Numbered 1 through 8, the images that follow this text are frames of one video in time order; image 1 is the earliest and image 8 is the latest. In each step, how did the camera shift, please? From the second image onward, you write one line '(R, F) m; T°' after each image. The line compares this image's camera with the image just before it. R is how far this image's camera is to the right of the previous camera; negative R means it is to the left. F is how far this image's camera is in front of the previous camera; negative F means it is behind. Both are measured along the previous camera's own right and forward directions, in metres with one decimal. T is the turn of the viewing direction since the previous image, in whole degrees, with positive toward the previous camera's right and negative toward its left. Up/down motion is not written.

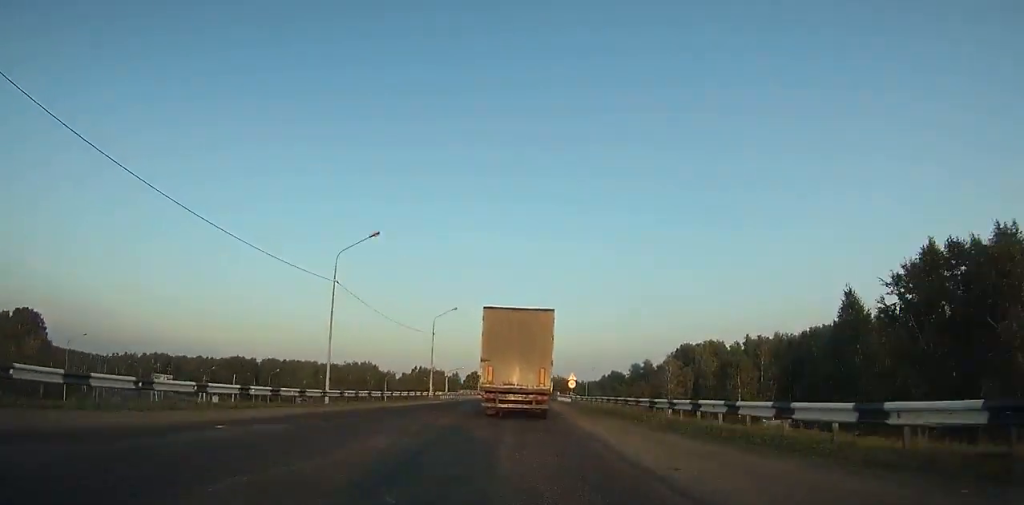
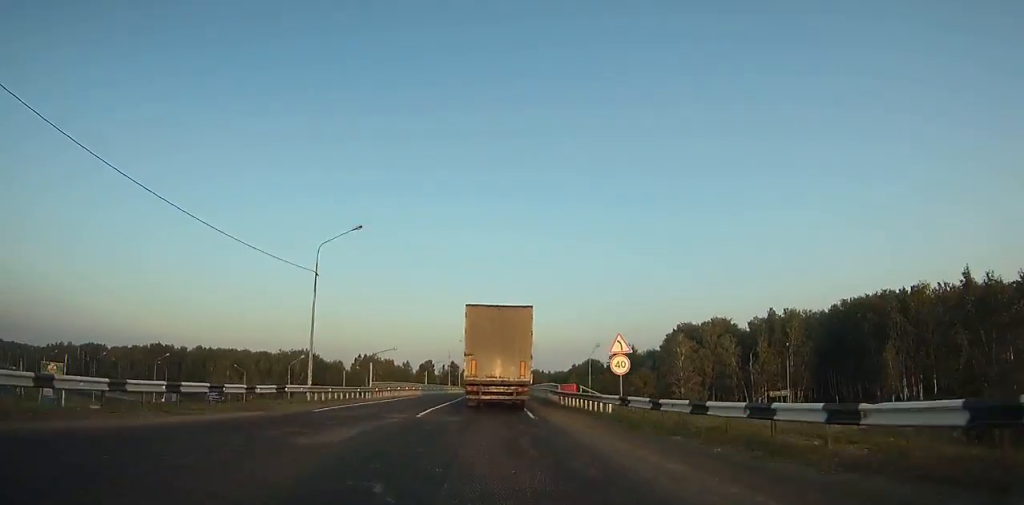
(+1.2, +36.8) m; +3°
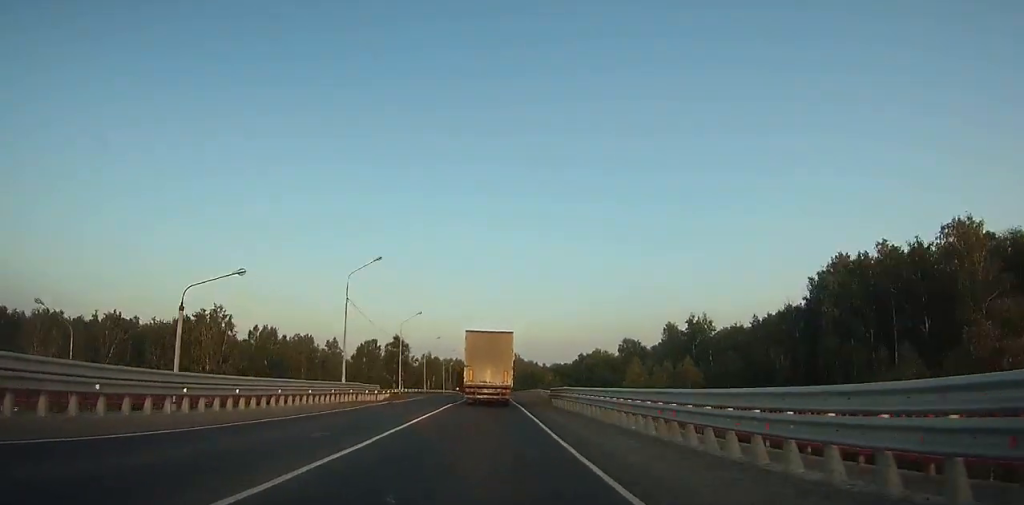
(+4.1, +86.3) m; +3°
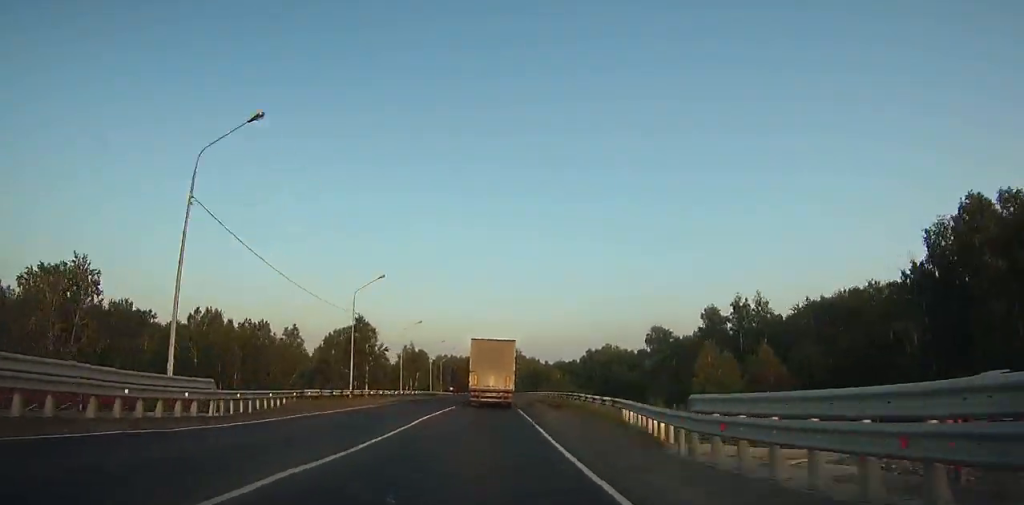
(+0.4, +26.5) m; -3°
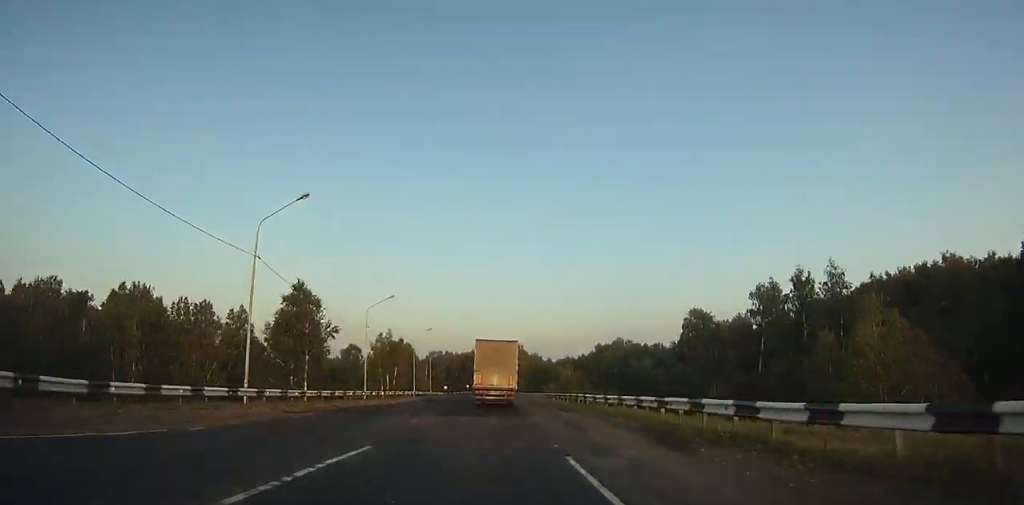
(-0.3, +23.3) m; 0°
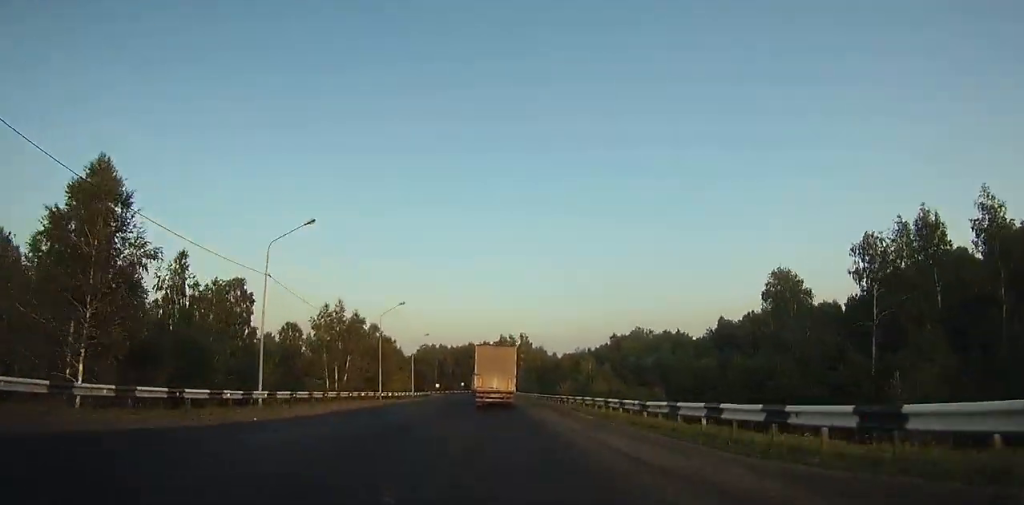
(-3.1, +28.0) m; +4°
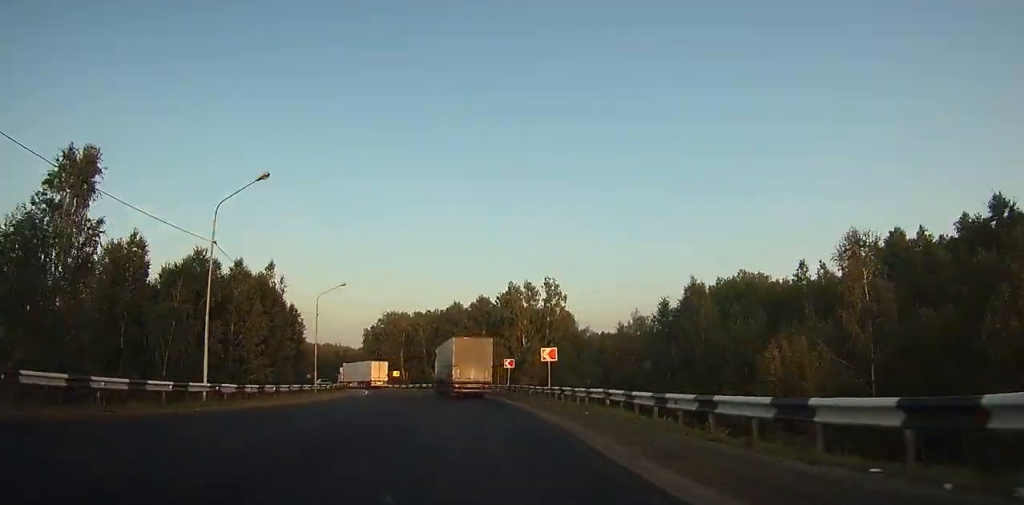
(+8.3, +71.8) m; +2°
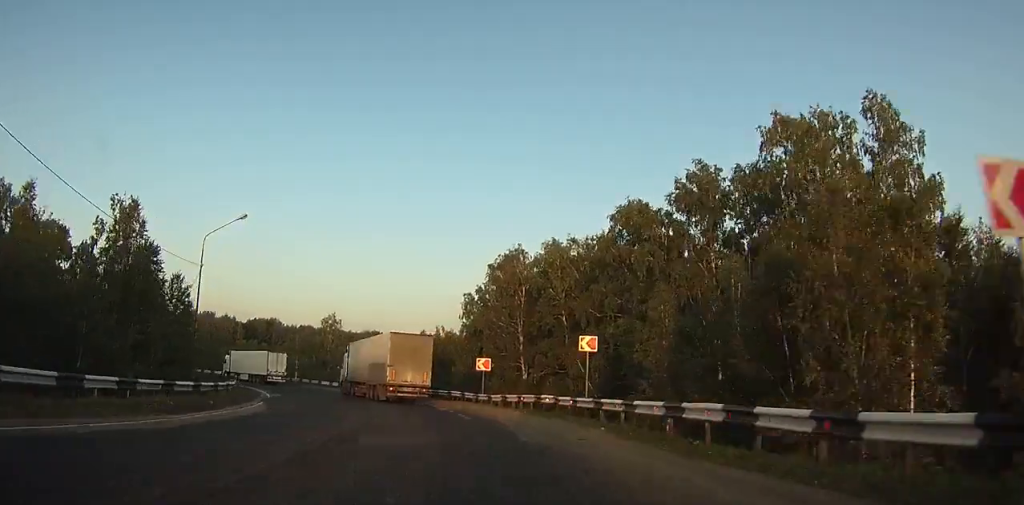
(-6.7, +58.4) m; -15°
